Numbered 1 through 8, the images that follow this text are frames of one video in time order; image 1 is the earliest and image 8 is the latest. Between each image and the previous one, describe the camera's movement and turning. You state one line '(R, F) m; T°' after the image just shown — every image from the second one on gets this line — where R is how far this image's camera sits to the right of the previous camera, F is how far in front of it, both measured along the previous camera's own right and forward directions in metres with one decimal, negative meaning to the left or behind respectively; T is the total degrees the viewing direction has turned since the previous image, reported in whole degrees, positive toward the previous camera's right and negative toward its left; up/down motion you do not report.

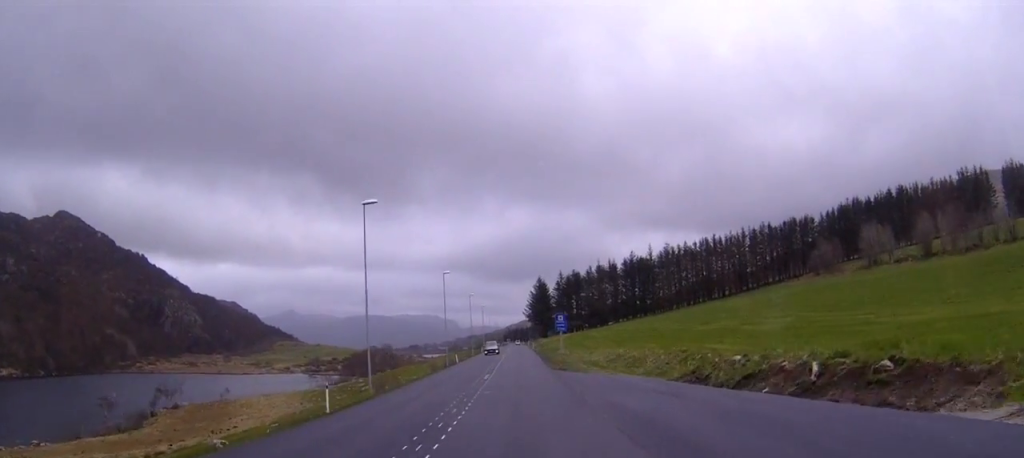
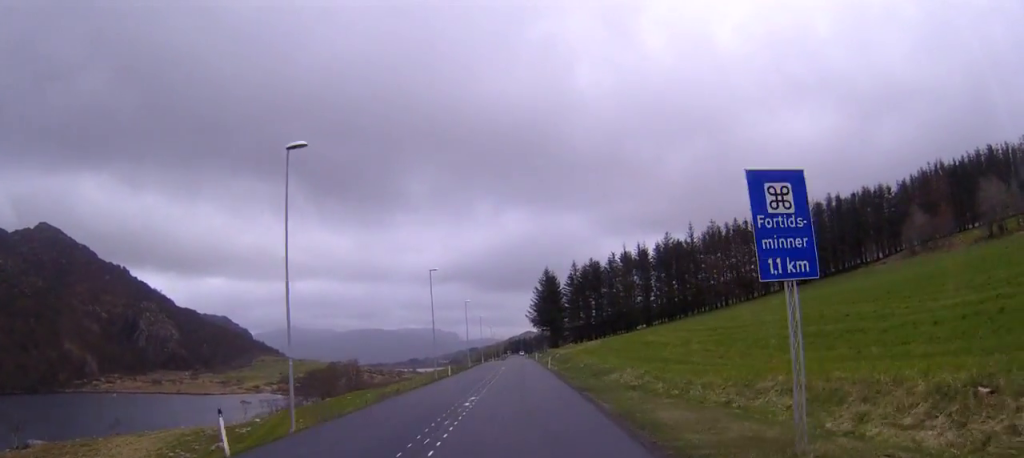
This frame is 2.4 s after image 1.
(-0.1, +58.8) m; 0°
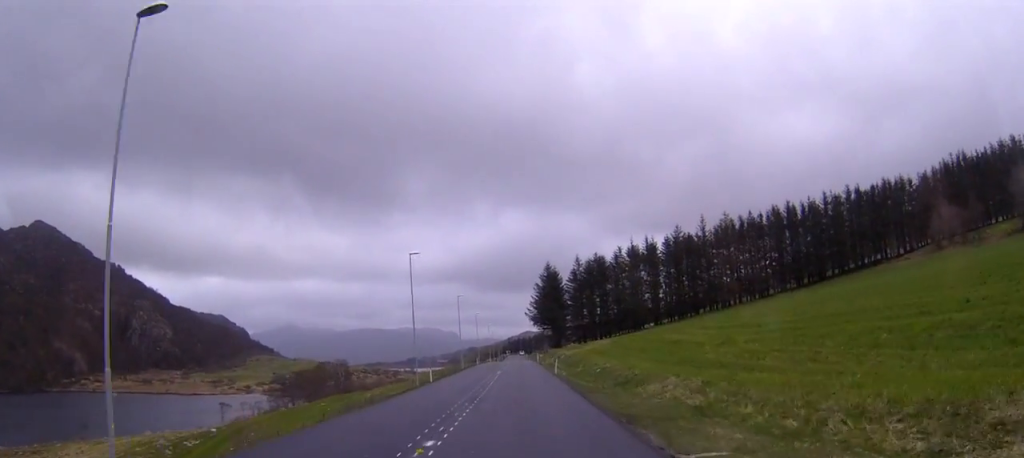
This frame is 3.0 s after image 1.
(0.0, +13.0) m; 0°
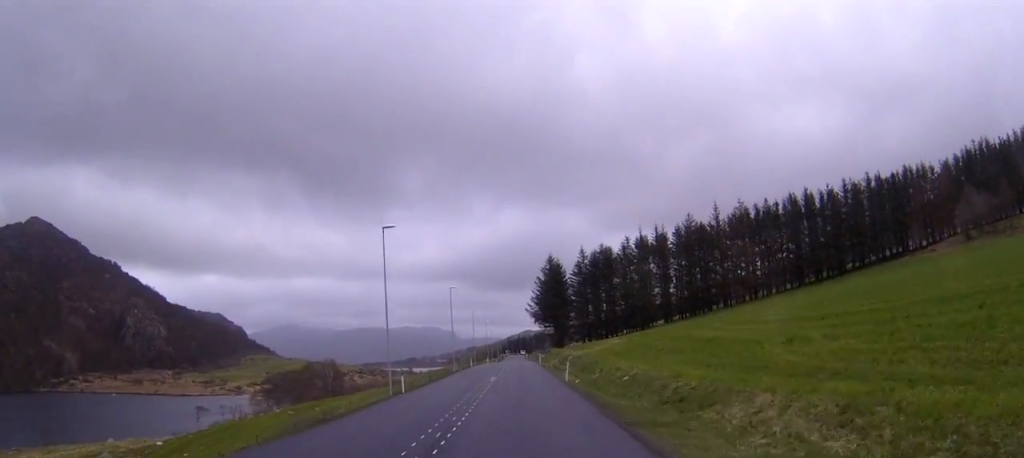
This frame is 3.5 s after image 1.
(+0.1, +12.2) m; 0°
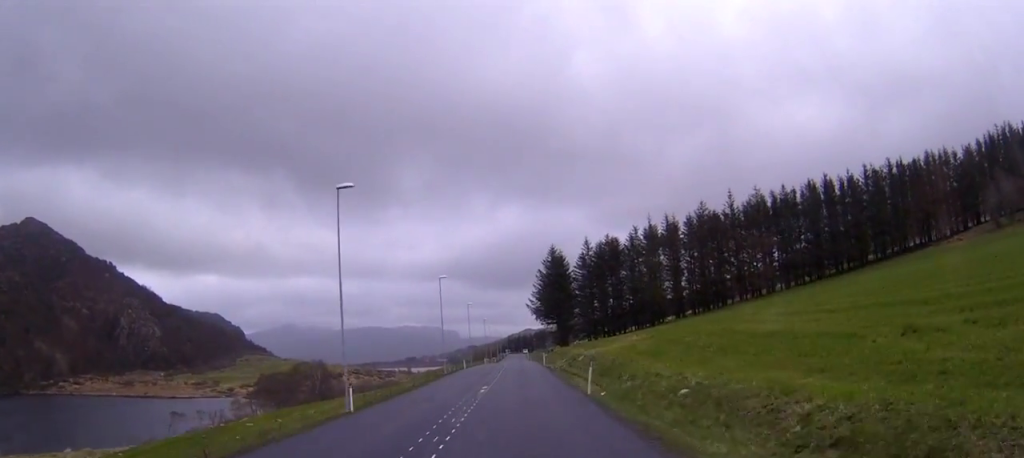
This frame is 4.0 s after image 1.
(0.0, +12.1) m; 0°
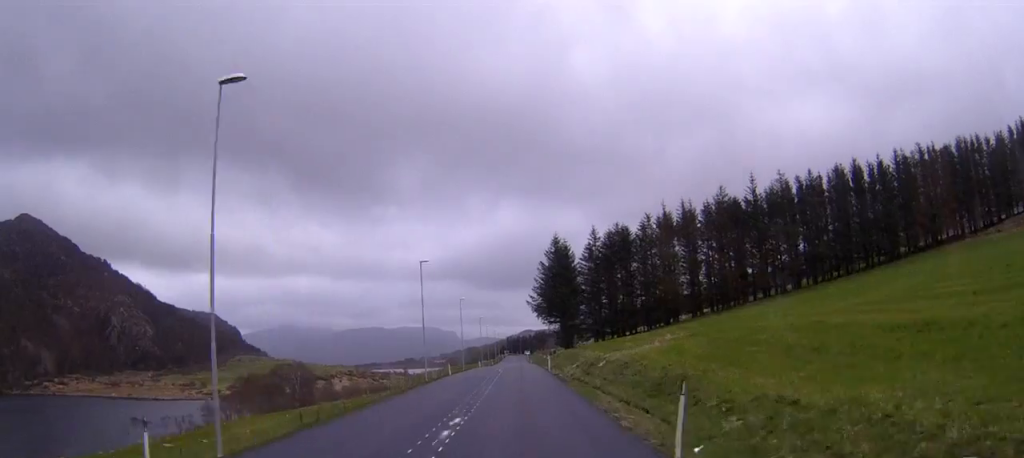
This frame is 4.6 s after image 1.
(0.0, +15.4) m; 0°
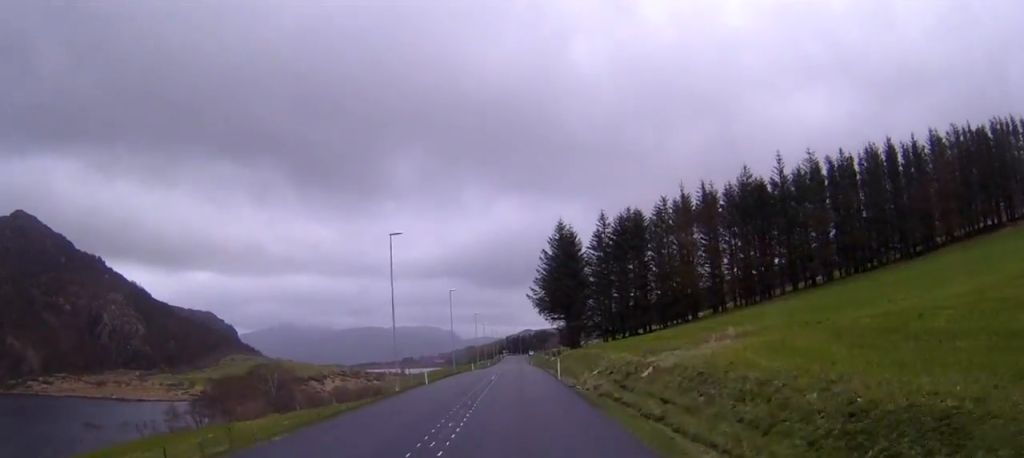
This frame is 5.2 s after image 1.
(0.0, +15.4) m; 0°
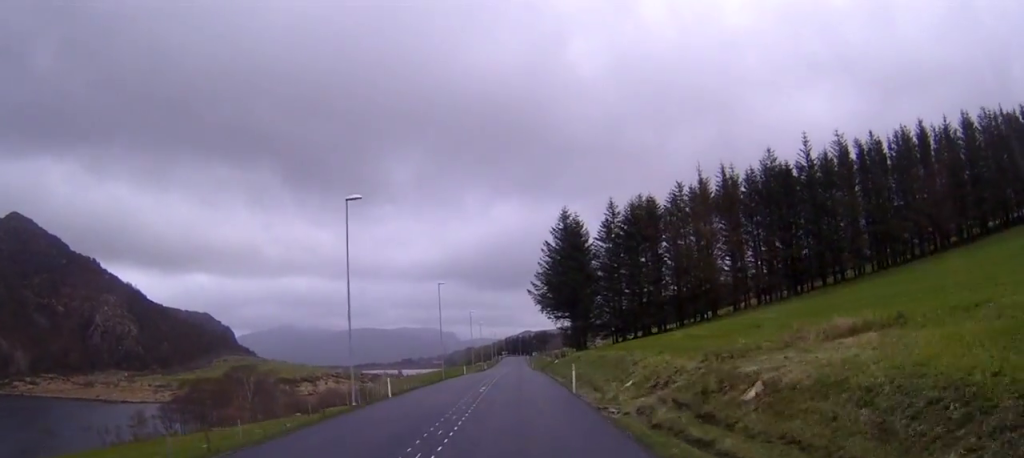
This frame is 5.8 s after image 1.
(0.0, +12.9) m; 0°
